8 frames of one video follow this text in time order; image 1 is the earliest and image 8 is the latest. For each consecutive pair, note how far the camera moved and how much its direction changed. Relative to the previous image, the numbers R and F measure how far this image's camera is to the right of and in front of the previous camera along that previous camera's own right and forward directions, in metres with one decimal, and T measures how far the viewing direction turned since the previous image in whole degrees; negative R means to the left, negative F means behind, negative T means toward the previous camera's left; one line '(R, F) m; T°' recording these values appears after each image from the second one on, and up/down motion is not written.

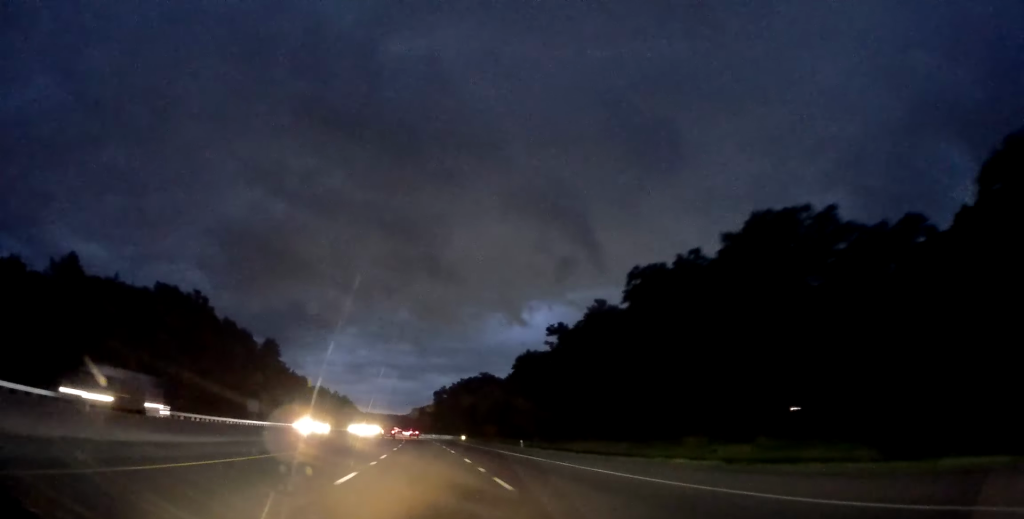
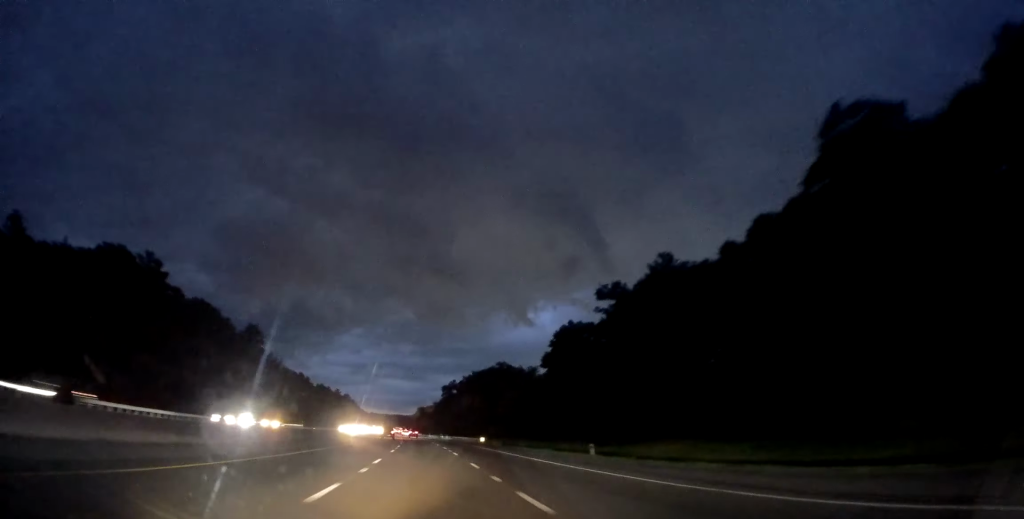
(-0.6, +27.7) m; -1°
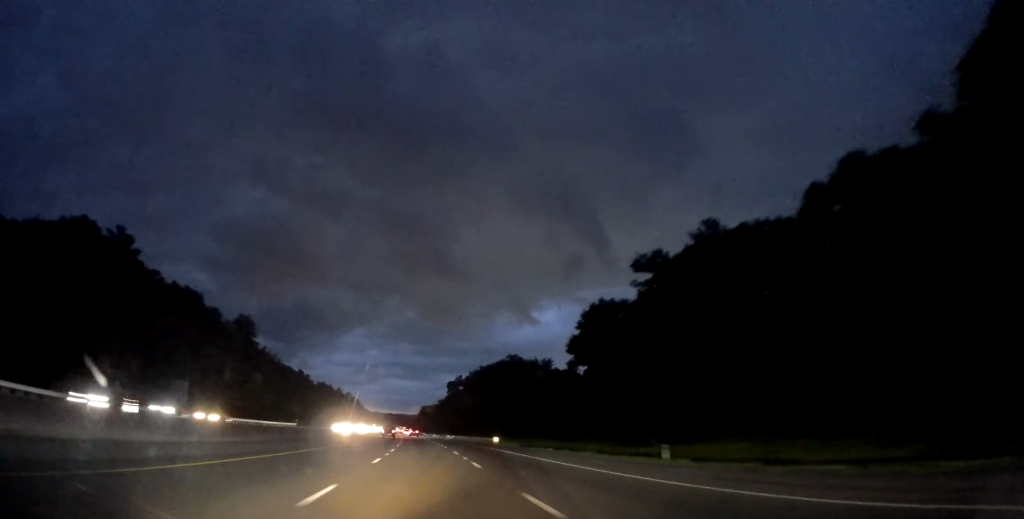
(0.0, +12.8) m; 0°
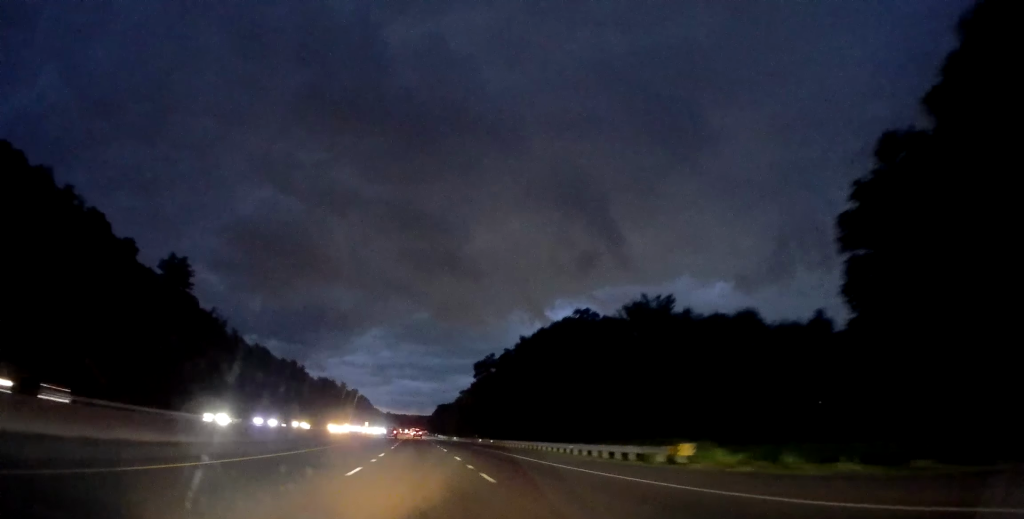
(-0.6, +54.5) m; -1°
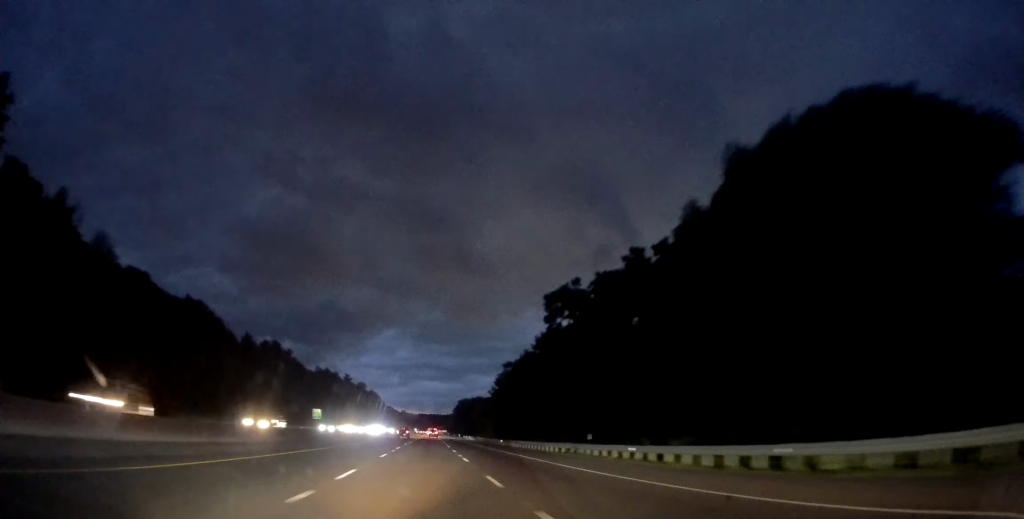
(-1.3, +62.9) m; -2°
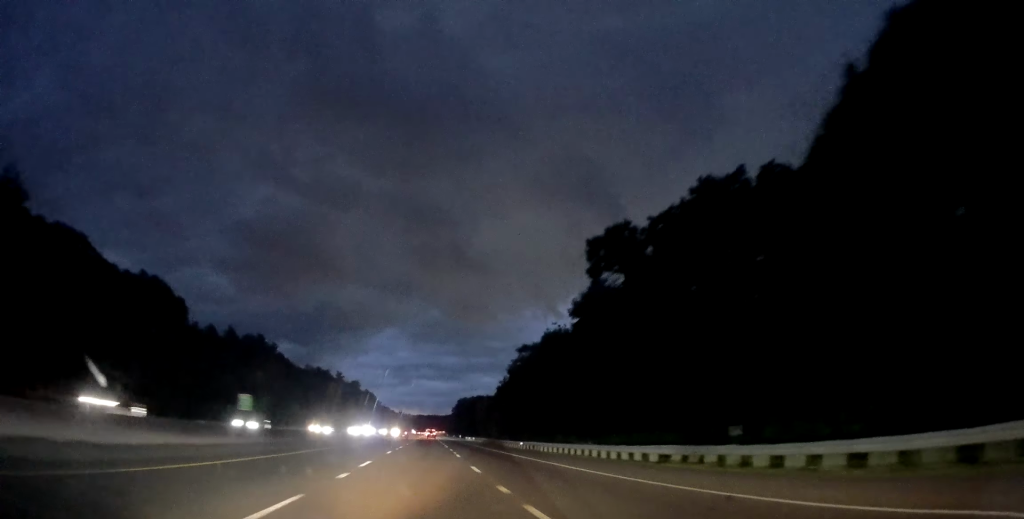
(0.0, +19.0) m; 0°
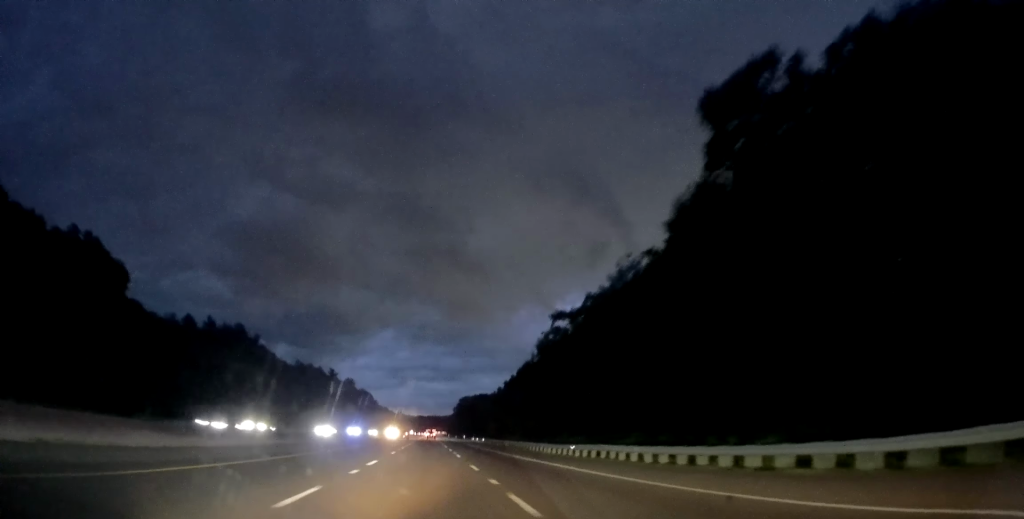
(0.0, +22.2) m; 0°
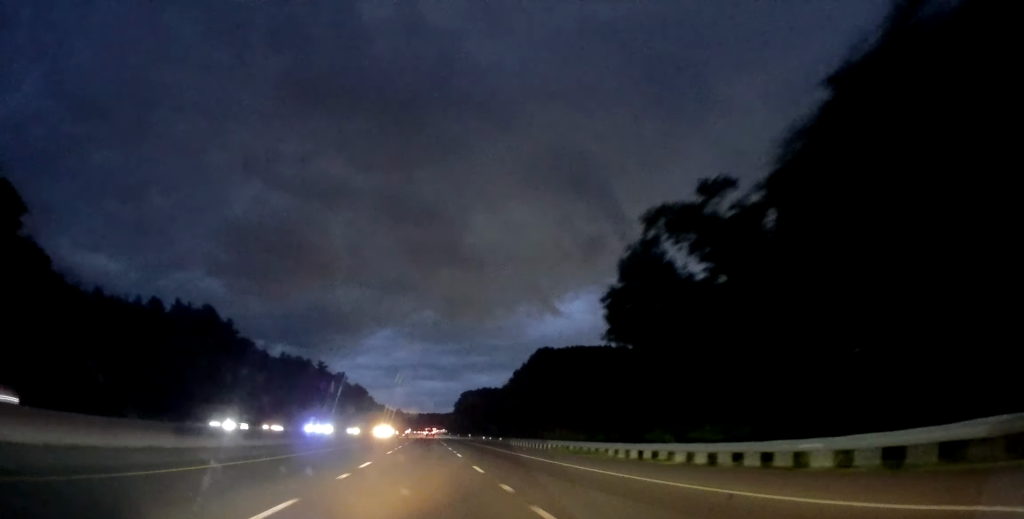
(0.0, +26.4) m; -1°
